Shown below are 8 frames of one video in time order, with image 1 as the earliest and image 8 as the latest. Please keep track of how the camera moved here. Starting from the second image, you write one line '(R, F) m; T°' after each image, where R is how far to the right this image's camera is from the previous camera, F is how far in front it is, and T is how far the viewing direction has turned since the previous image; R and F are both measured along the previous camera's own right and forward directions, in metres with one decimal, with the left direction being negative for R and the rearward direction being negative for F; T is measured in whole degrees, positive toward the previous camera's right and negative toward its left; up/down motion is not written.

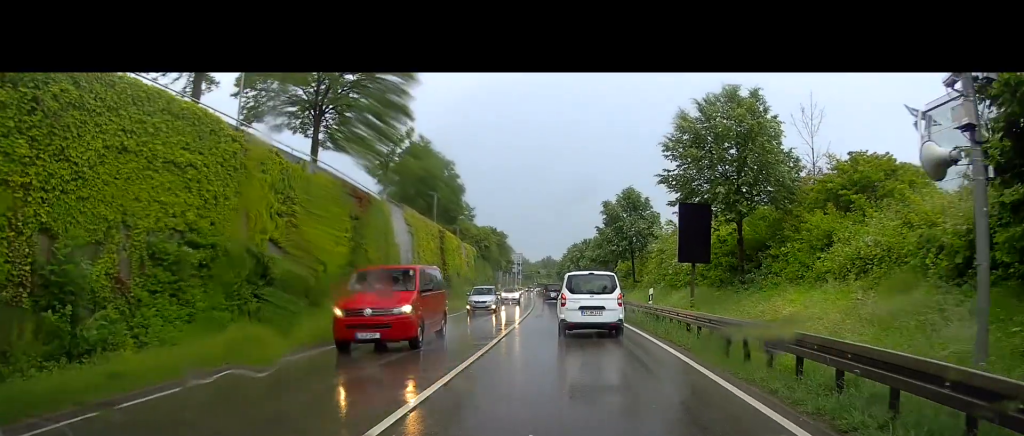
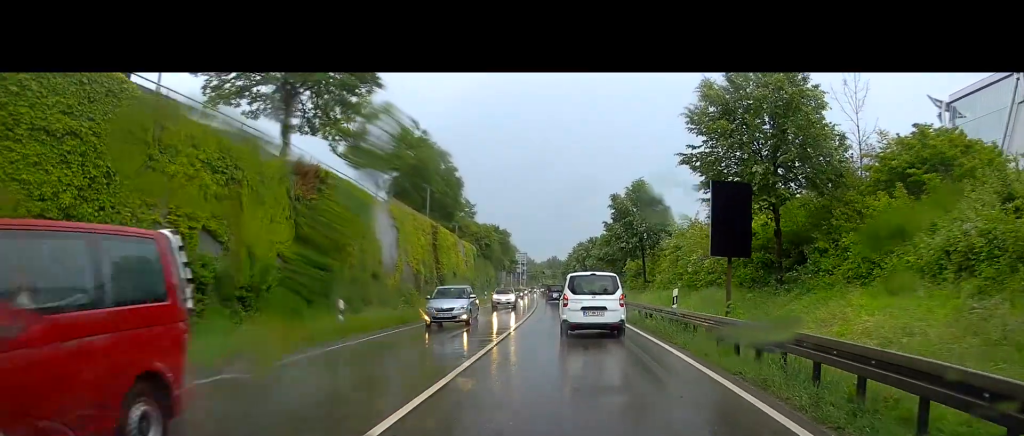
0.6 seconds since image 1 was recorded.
(-0.1, +4.3) m; -1°
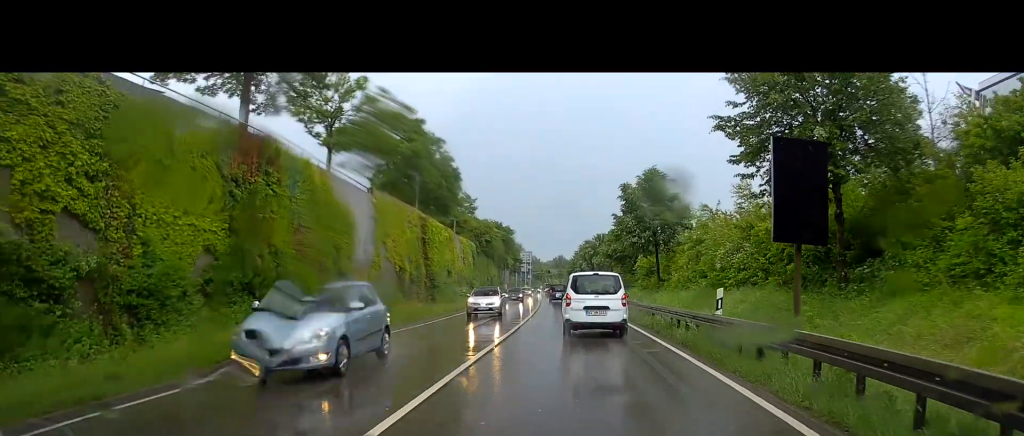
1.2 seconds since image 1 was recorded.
(-0.1, +5.0) m; -1°
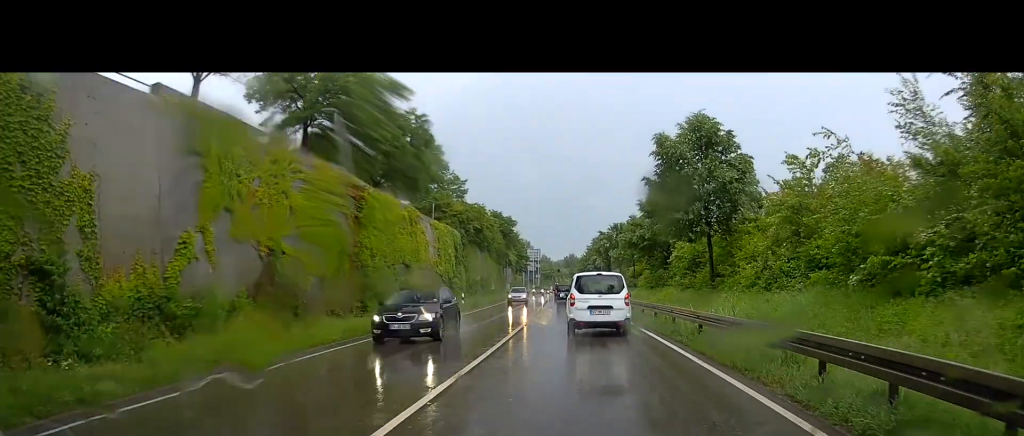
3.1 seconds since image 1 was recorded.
(0.0, +16.4) m; -2°
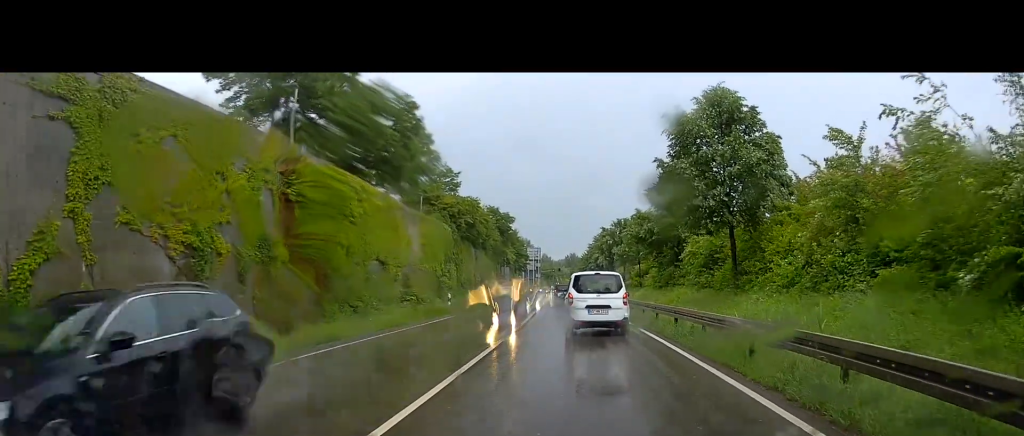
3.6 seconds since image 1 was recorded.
(-0.1, +5.1) m; -1°
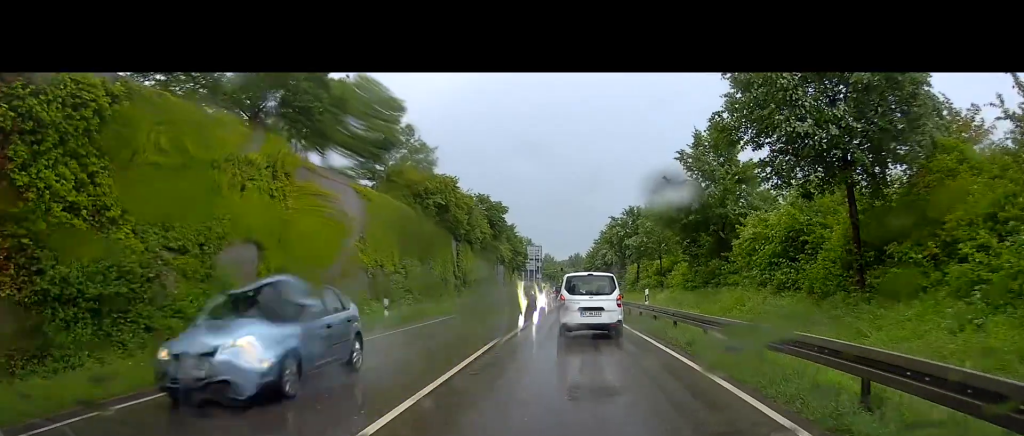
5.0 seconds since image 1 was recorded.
(-0.2, +13.6) m; +2°
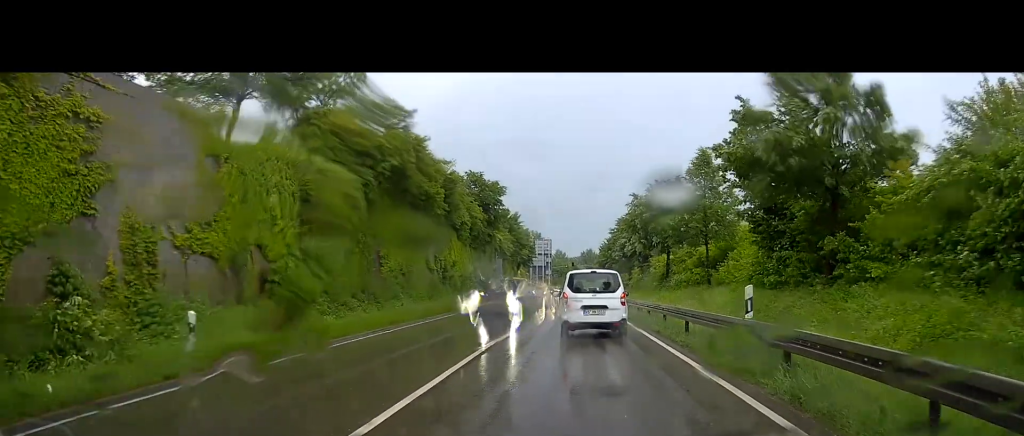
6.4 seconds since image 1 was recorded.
(+0.5, +14.9) m; +1°
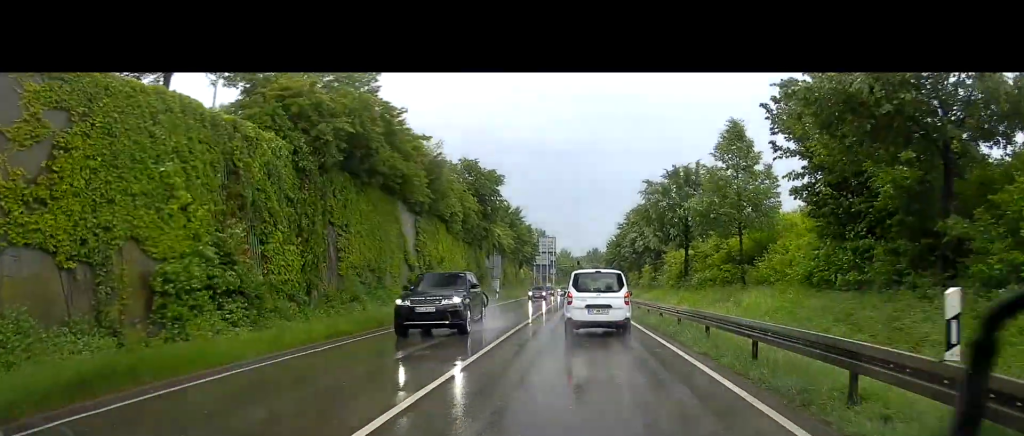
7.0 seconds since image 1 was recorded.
(-0.1, +7.1) m; -1°
